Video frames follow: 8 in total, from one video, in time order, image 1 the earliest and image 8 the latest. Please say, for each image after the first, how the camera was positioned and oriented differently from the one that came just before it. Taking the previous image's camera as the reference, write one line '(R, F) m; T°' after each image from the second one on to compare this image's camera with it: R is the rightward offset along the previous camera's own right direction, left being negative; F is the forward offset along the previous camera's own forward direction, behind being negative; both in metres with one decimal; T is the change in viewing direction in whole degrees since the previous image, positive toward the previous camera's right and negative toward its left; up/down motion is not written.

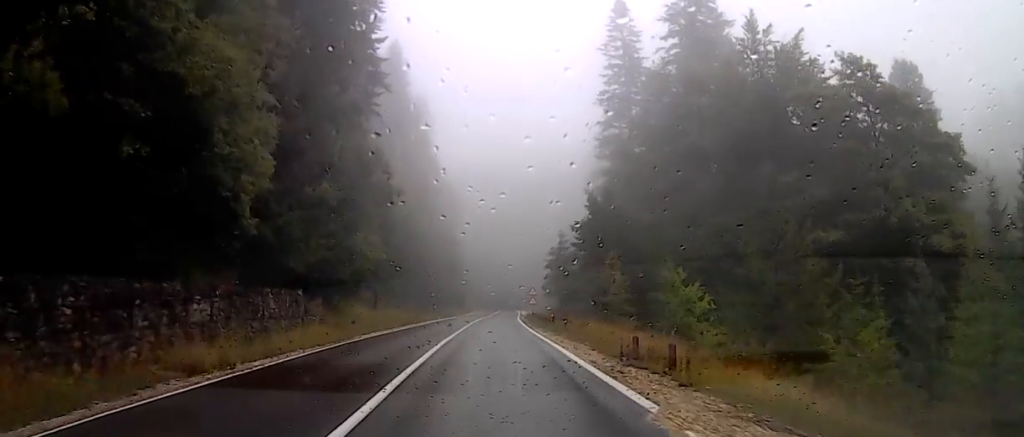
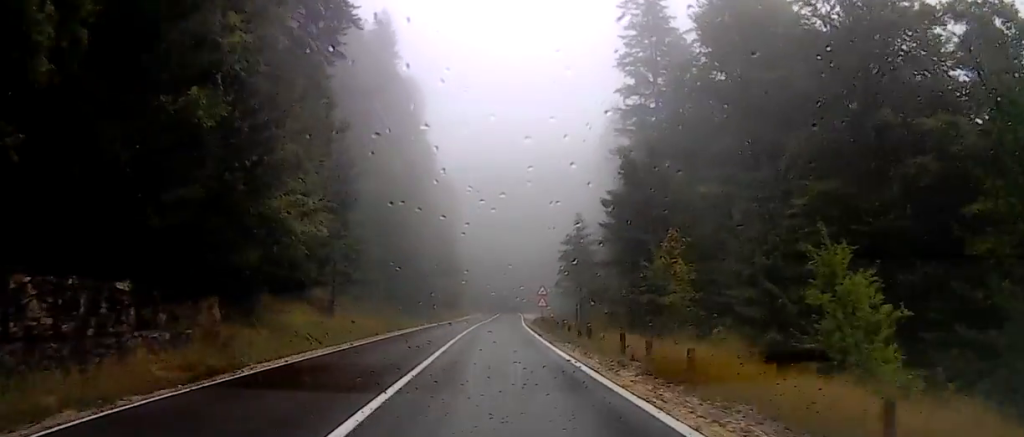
(+0.1, +11.4) m; 0°
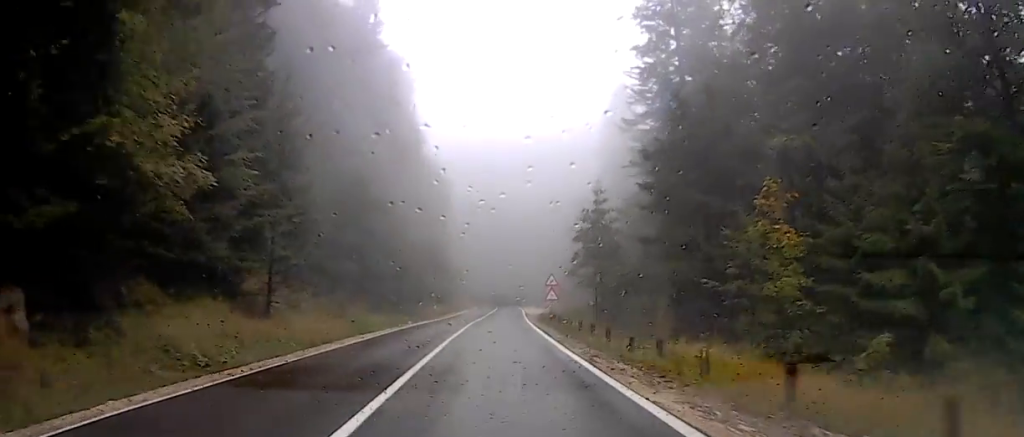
(0.0, +8.8) m; 0°
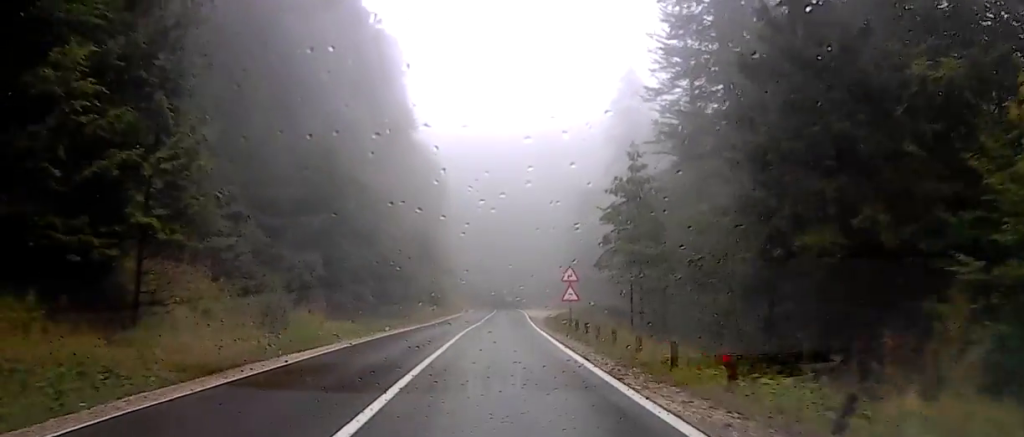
(0.0, +9.5) m; 0°
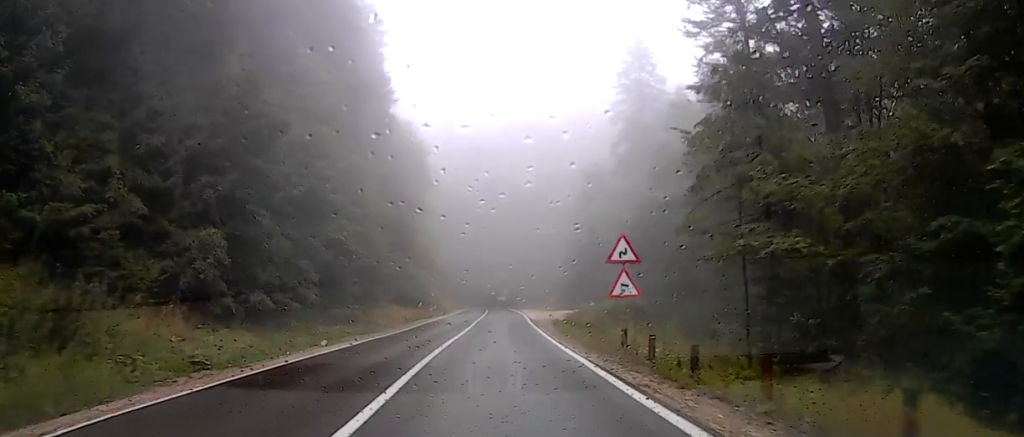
(0.0, +12.3) m; +3°
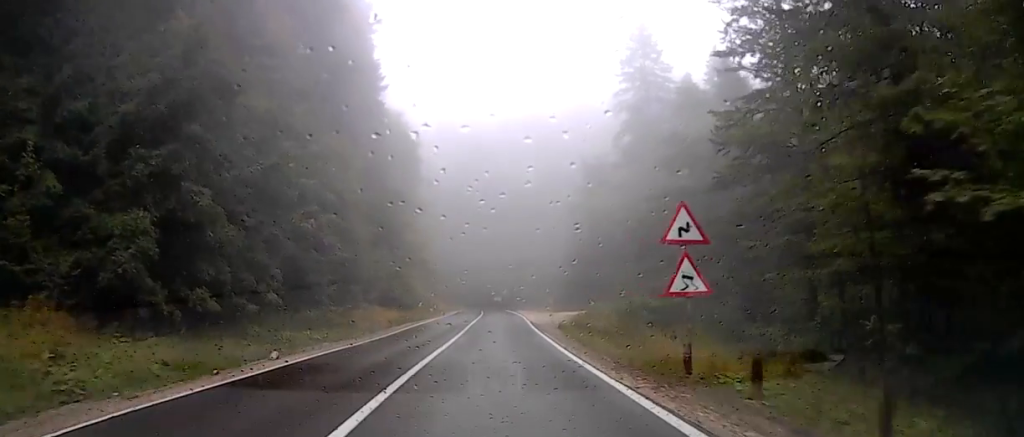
(+0.2, +5.0) m; +1°
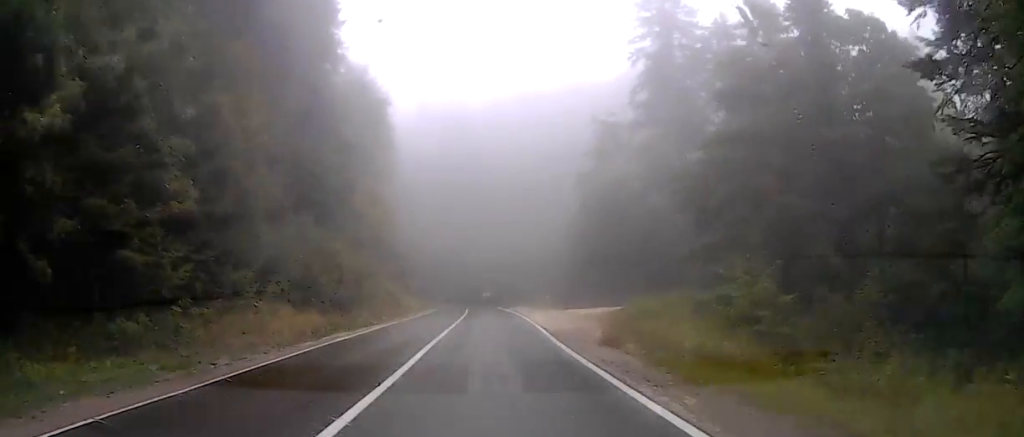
(+0.7, +16.1) m; +3°
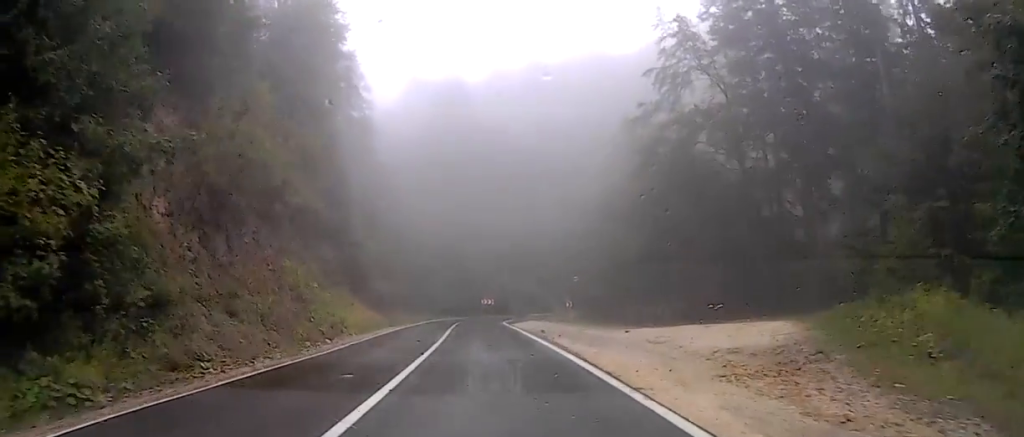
(-1.3, +22.8) m; -4°
